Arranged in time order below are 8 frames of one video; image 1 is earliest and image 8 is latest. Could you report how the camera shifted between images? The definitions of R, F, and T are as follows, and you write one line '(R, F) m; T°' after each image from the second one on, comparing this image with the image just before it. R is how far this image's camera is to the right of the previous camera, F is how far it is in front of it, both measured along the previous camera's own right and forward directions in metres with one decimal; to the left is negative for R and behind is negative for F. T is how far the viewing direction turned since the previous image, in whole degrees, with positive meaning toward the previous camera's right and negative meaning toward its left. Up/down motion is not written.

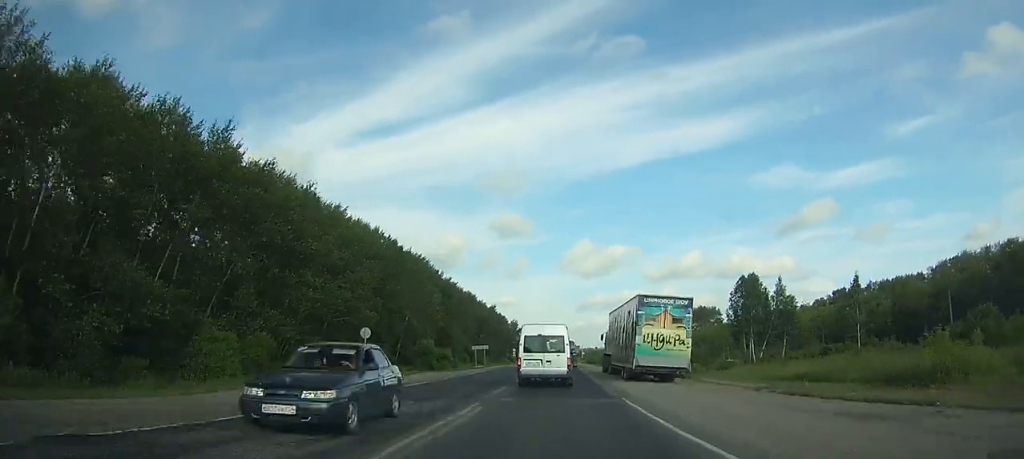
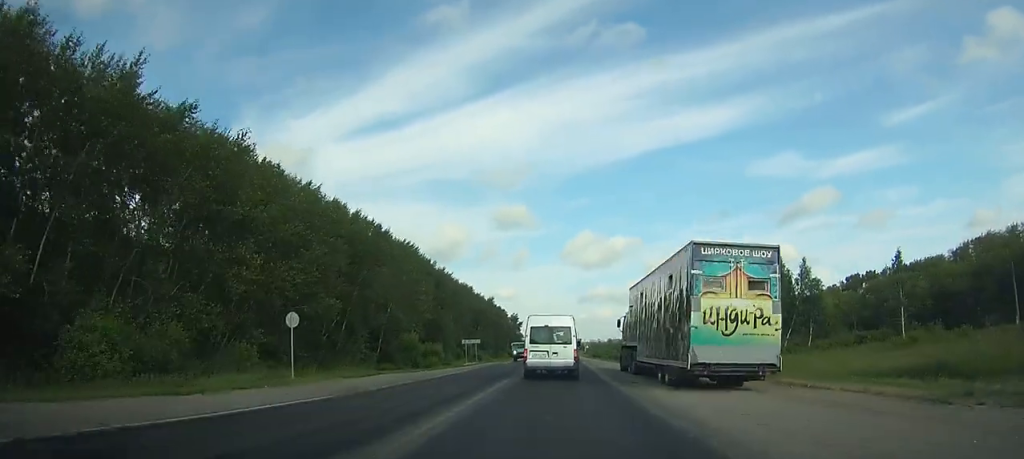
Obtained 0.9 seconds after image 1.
(0.0, +10.7) m; 0°
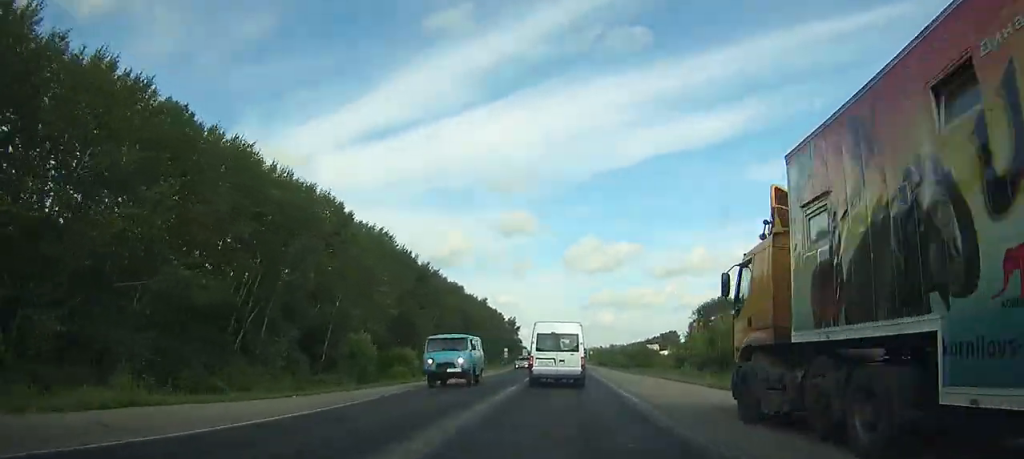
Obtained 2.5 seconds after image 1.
(-0.1, +19.0) m; 0°
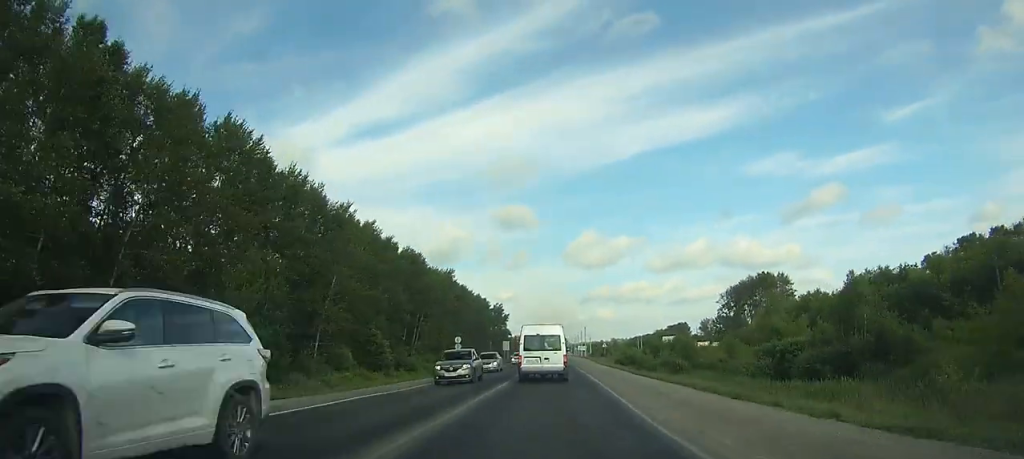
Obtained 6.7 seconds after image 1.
(+0.2, +50.2) m; 0°
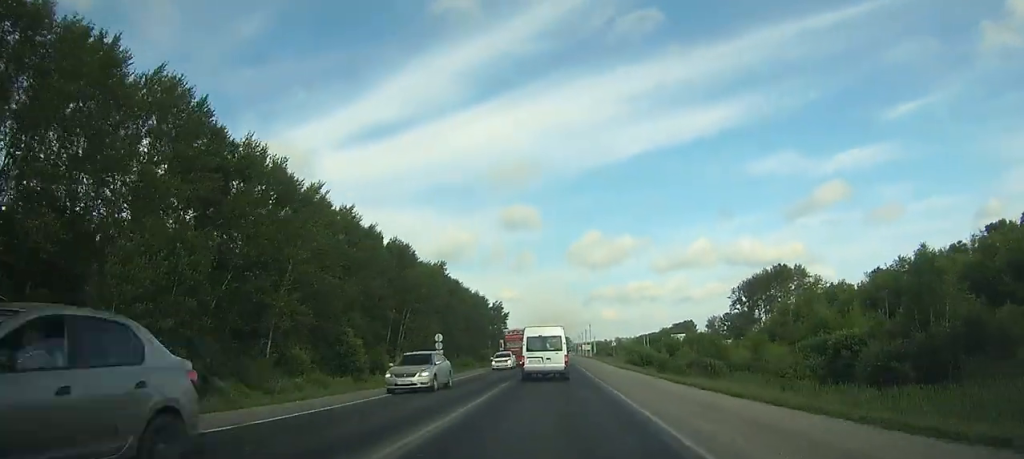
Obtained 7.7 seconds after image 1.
(-0.1, +12.6) m; 0°
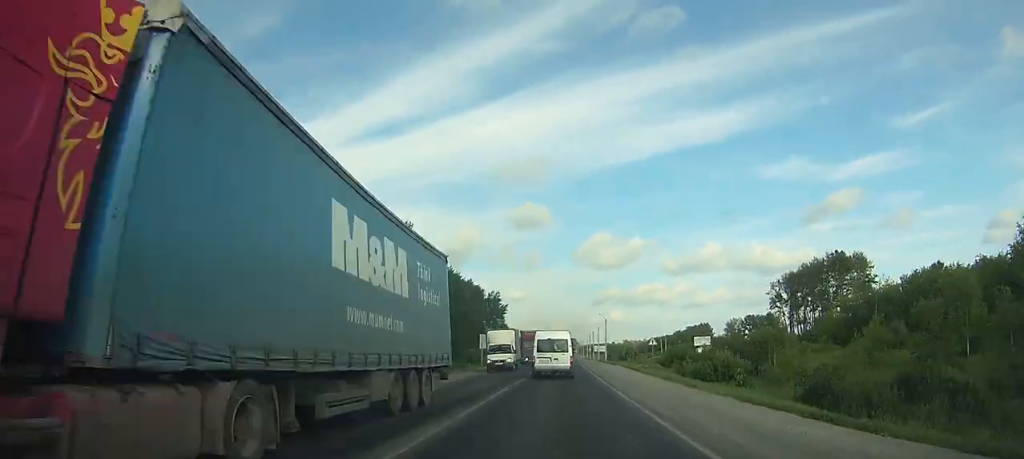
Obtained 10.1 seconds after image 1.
(-0.1, +34.3) m; 0°
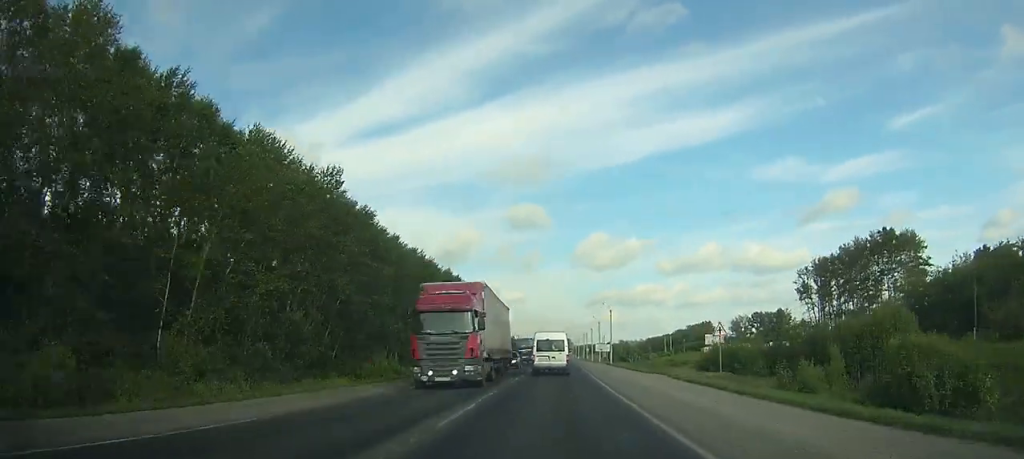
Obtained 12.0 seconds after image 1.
(0.0, +27.1) m; 0°
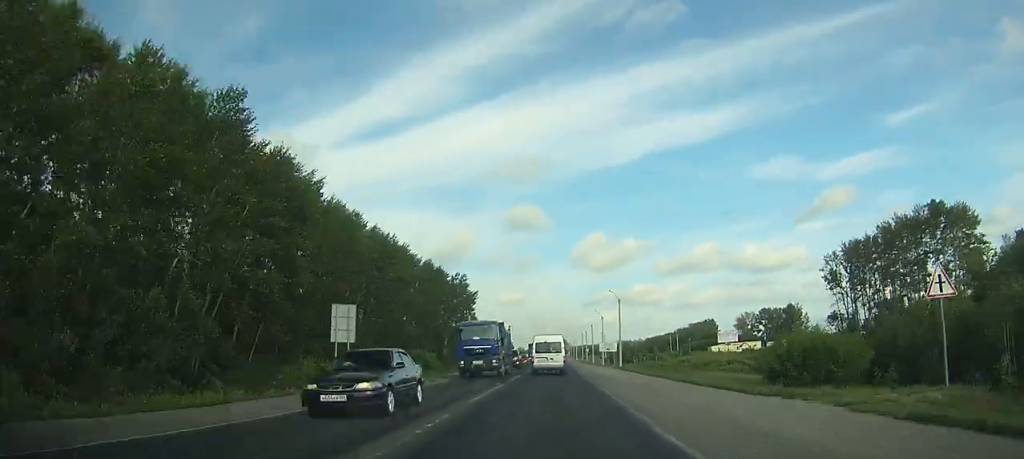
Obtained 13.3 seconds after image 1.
(0.0, +19.8) m; 0°
